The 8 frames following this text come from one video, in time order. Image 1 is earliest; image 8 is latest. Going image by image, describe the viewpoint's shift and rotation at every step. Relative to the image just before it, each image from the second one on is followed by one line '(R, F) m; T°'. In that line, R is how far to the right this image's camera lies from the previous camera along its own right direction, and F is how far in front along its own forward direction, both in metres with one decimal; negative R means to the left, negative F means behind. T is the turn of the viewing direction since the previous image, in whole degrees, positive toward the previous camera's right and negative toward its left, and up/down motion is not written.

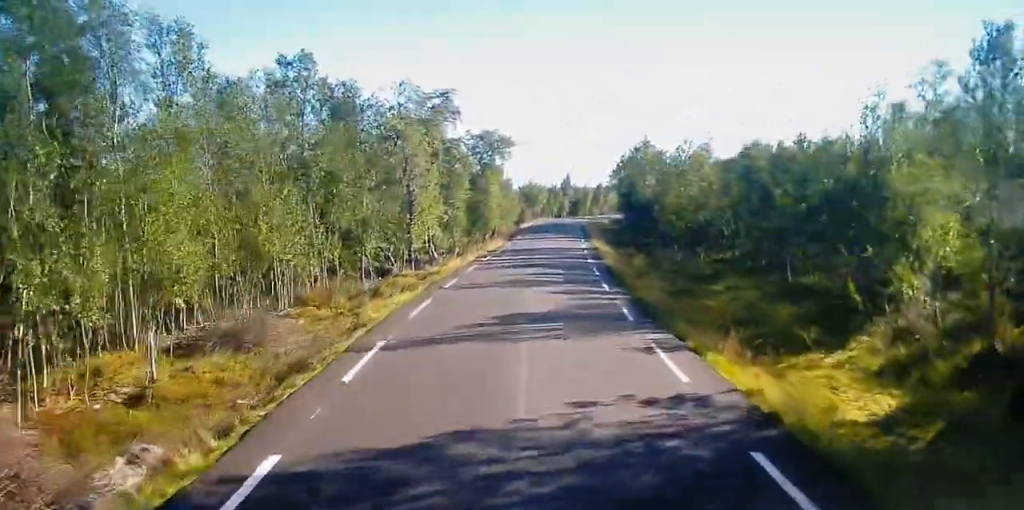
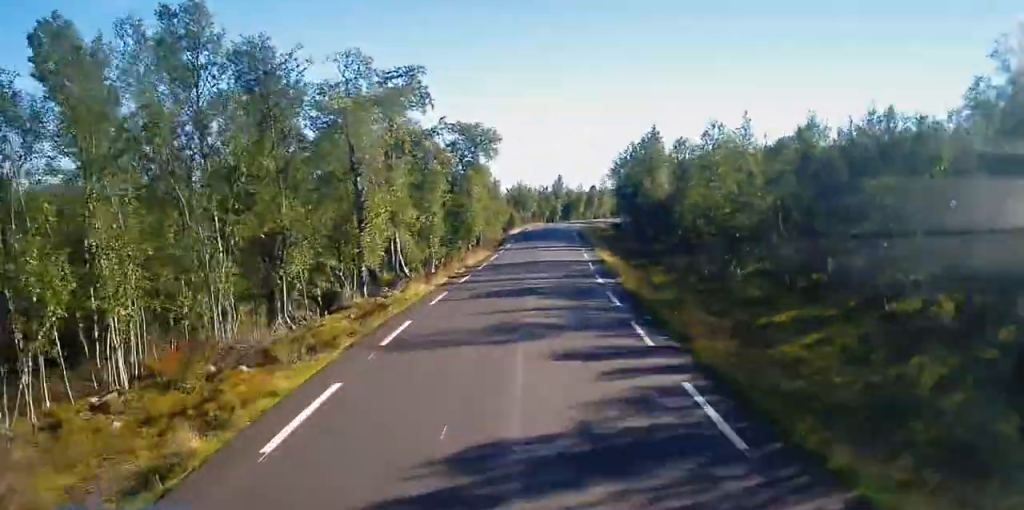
(0.0, +9.2) m; +4°
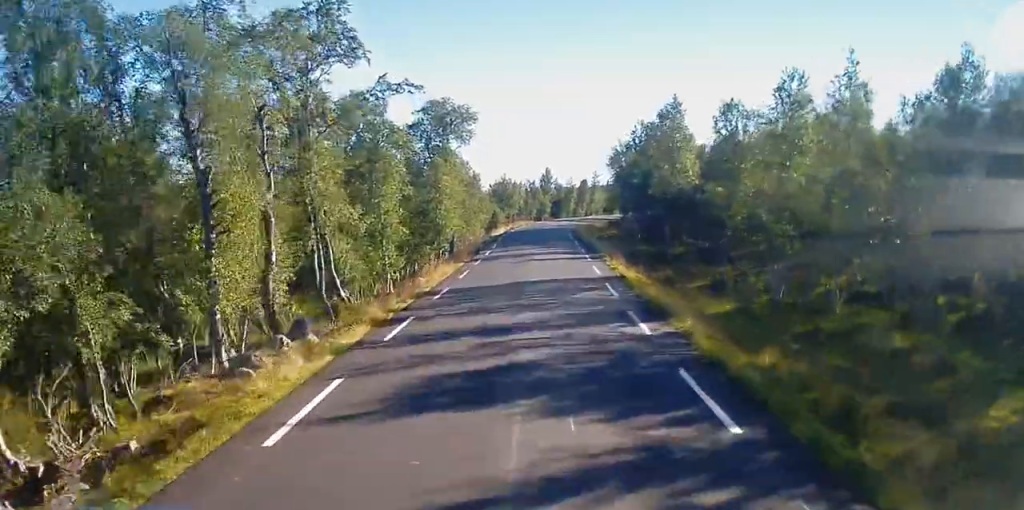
(+0.1, +12.2) m; +5°
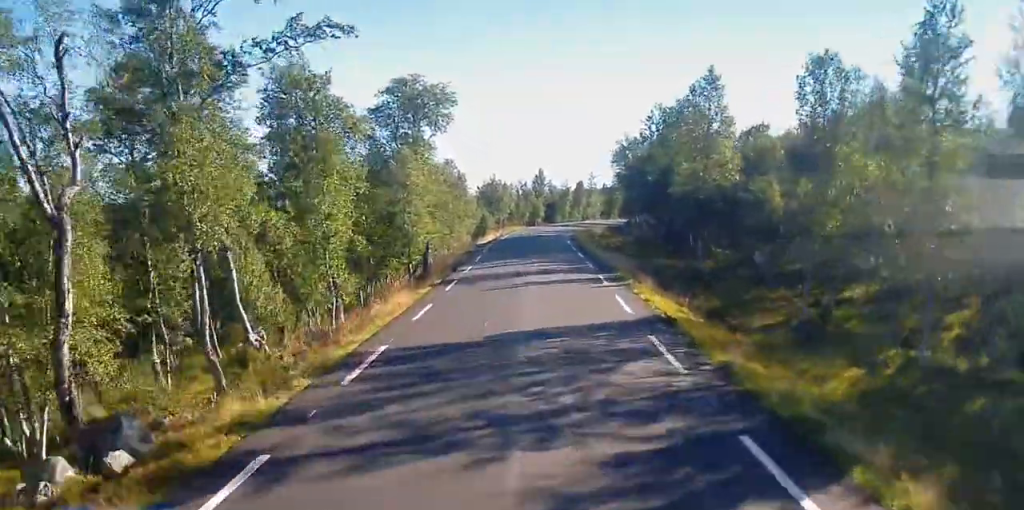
(+1.2, +9.4) m; +2°
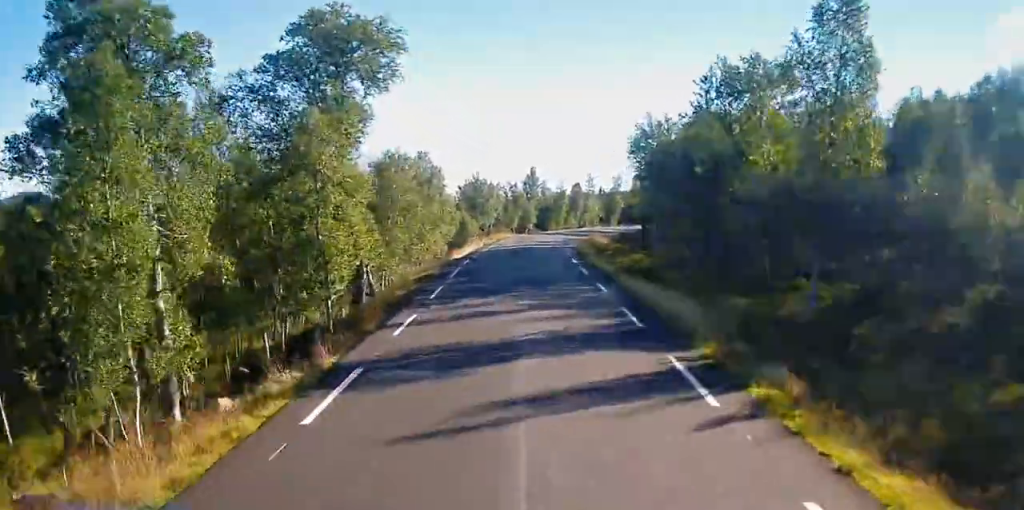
(-0.4, +14.2) m; -1°
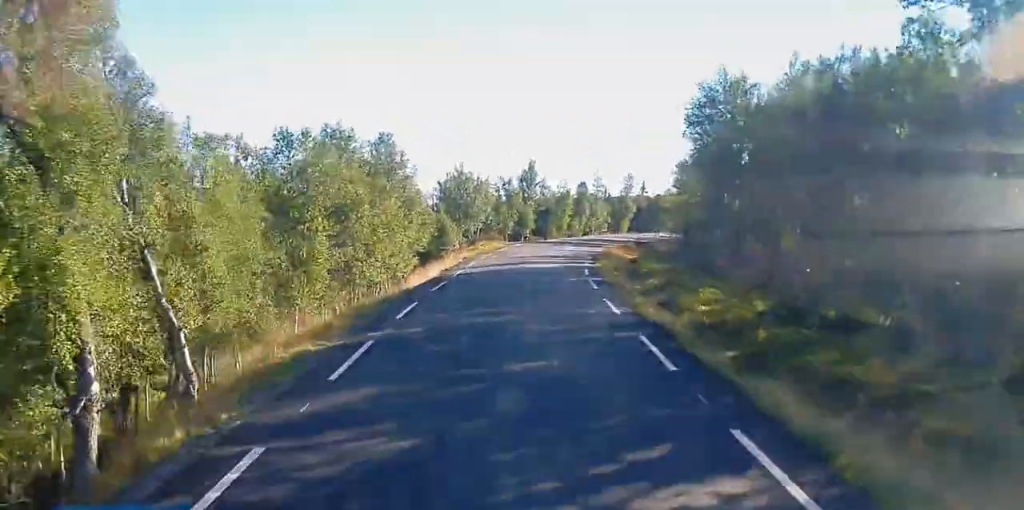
(0.0, +16.4) m; +2°
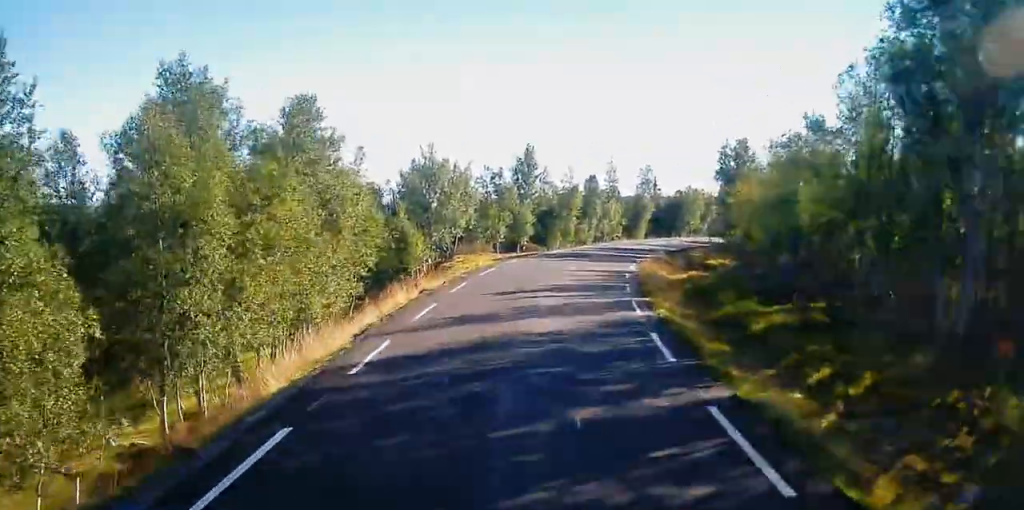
(+0.6, +17.2) m; +3°
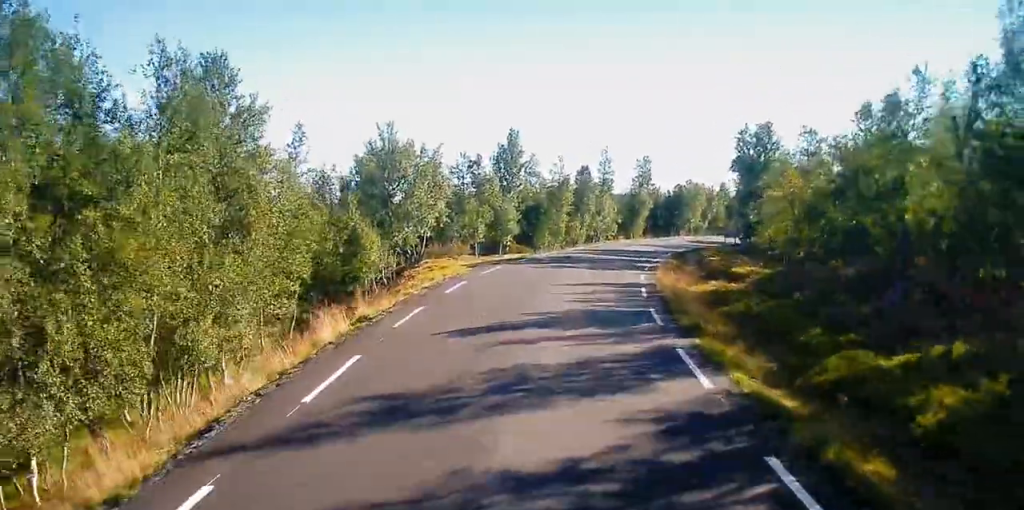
(+0.1, +8.0) m; +1°
